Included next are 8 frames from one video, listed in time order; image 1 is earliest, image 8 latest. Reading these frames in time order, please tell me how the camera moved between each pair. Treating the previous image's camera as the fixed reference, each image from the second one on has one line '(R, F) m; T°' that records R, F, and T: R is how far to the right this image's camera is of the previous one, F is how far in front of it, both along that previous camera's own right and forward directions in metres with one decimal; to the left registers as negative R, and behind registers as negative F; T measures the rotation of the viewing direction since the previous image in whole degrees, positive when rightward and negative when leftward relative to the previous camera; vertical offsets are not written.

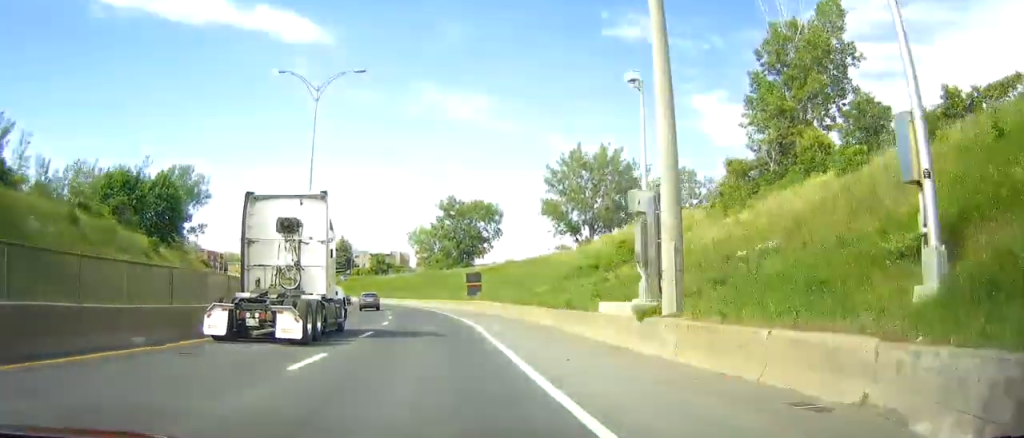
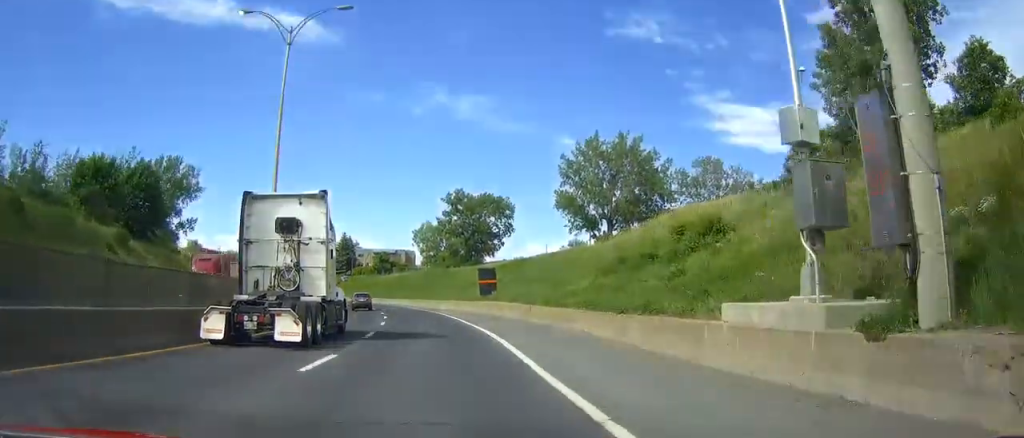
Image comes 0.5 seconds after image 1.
(+0.1, +9.3) m; -1°
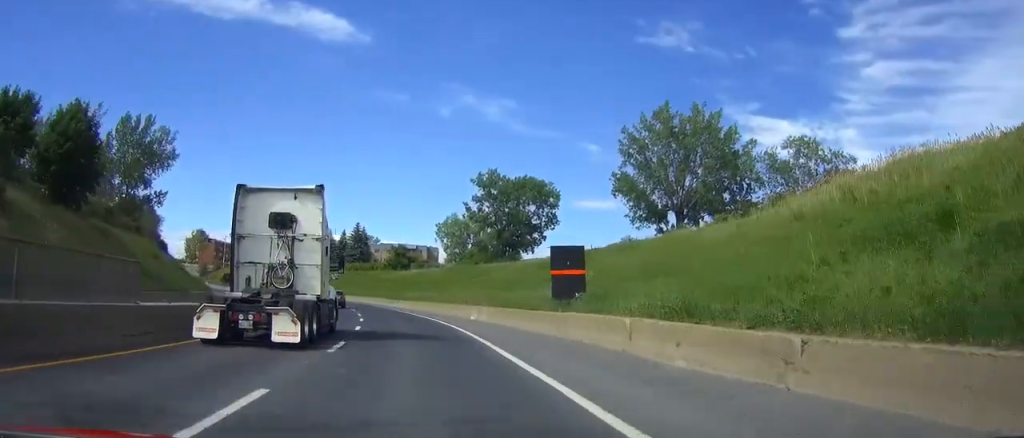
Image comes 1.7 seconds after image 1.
(-0.9, +23.6) m; -2°
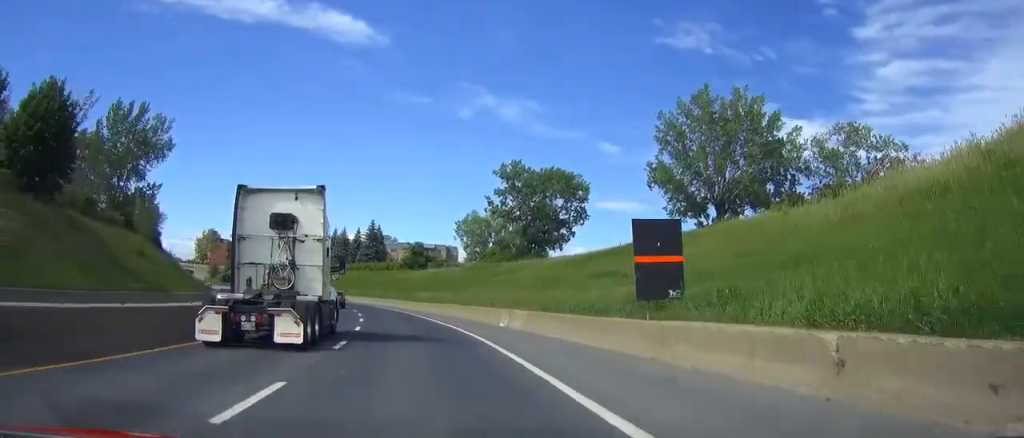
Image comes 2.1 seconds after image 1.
(0.0, +8.2) m; 0°
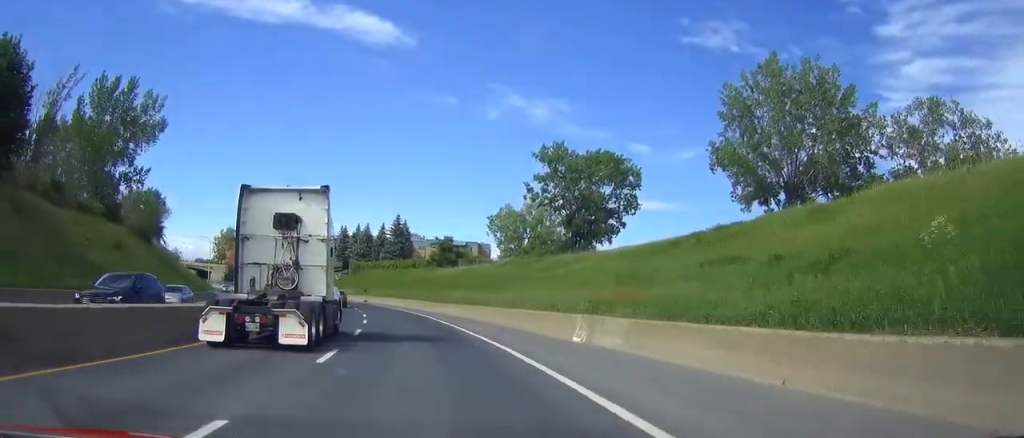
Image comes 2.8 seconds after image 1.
(0.0, +11.9) m; -1°
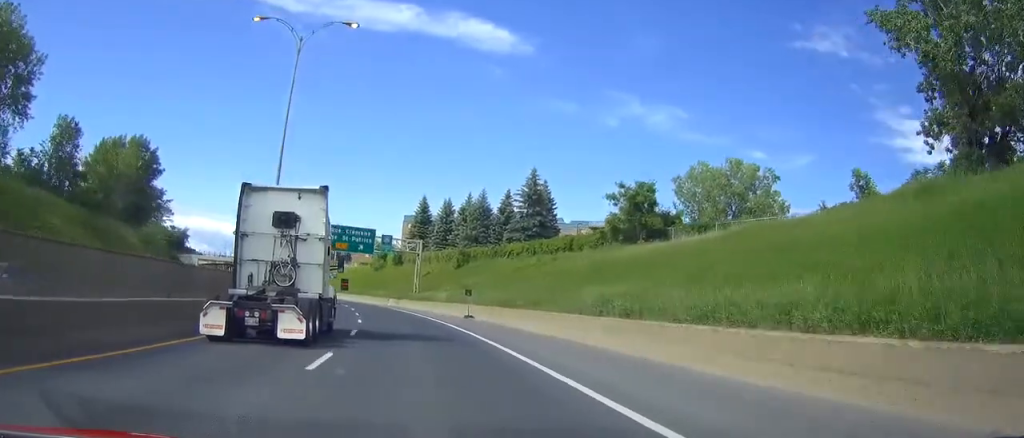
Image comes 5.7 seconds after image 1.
(-5.1, +55.5) m; -11°
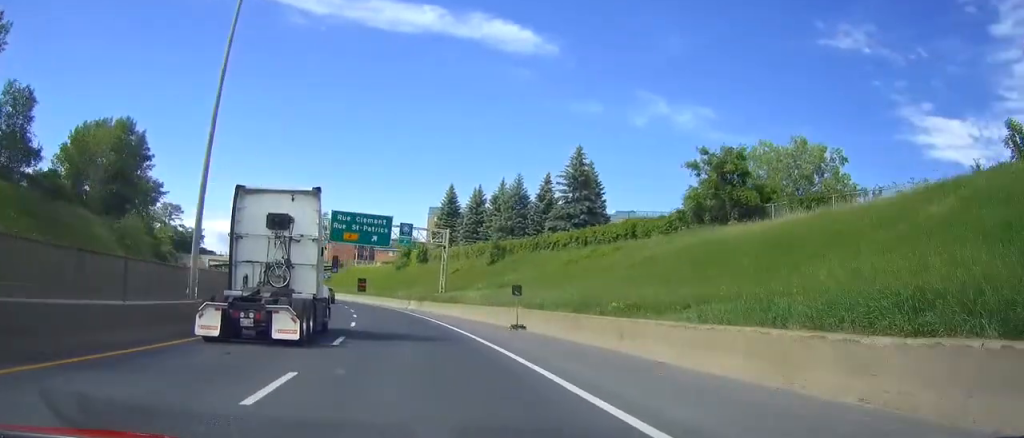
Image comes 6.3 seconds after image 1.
(-0.1, +12.3) m; -2°
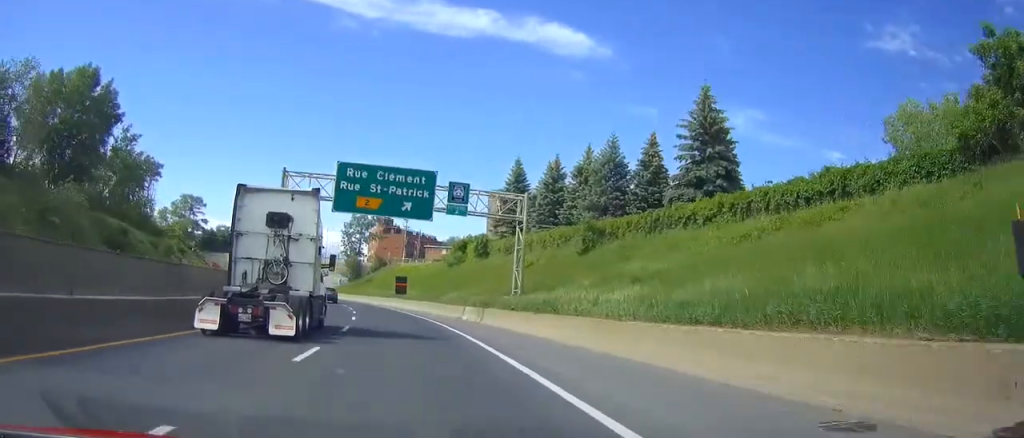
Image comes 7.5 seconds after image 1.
(-0.6, +22.5) m; -4°
